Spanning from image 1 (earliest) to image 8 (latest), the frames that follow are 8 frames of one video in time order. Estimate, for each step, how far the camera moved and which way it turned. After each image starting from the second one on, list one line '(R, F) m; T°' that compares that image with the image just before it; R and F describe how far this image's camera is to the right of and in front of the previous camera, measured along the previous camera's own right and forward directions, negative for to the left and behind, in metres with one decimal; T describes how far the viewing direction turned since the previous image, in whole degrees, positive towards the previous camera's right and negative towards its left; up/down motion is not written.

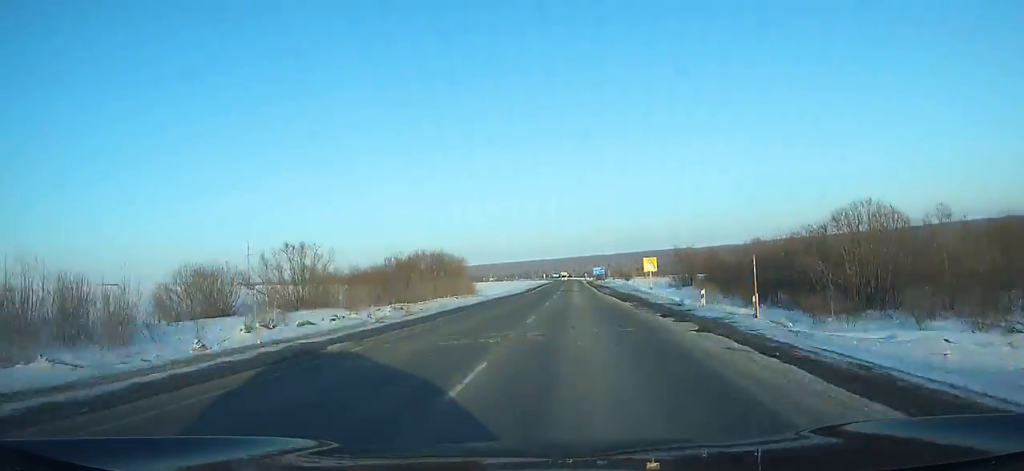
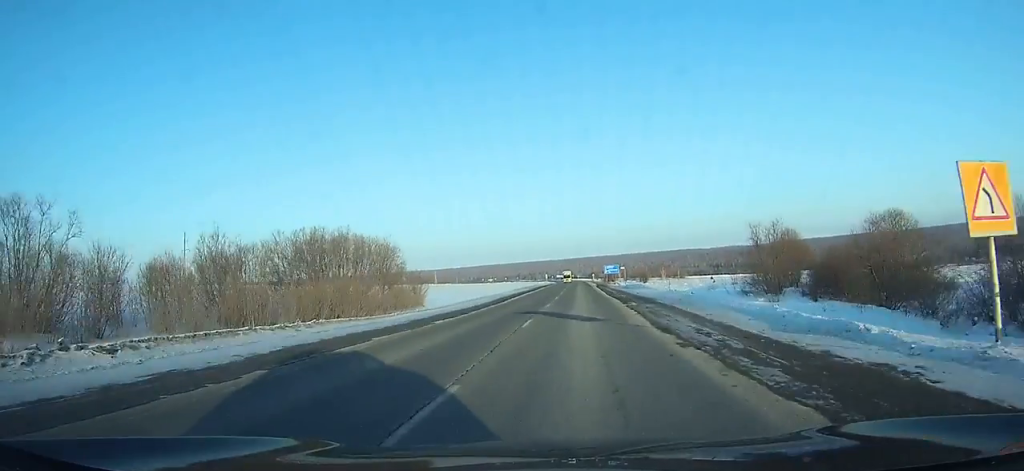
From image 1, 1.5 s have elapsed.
(+0.2, +38.4) m; 0°
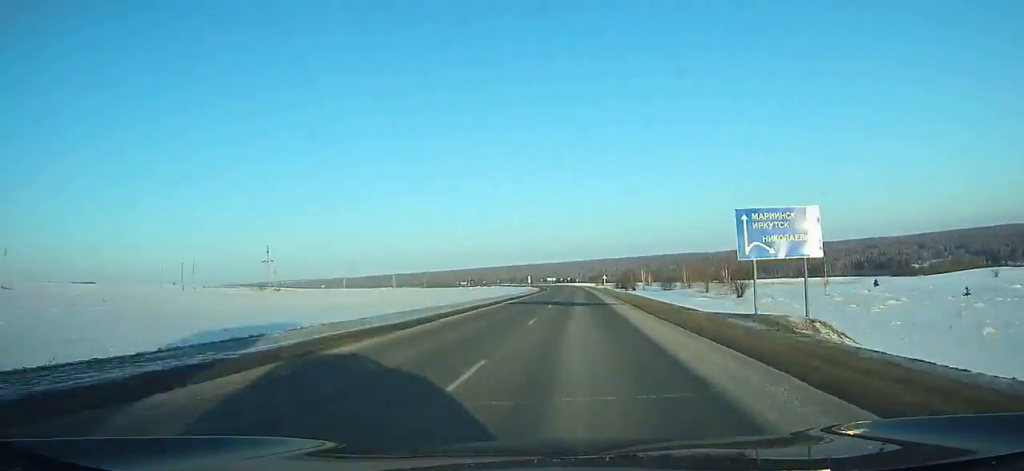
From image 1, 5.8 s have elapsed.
(-0.3, +107.4) m; 0°
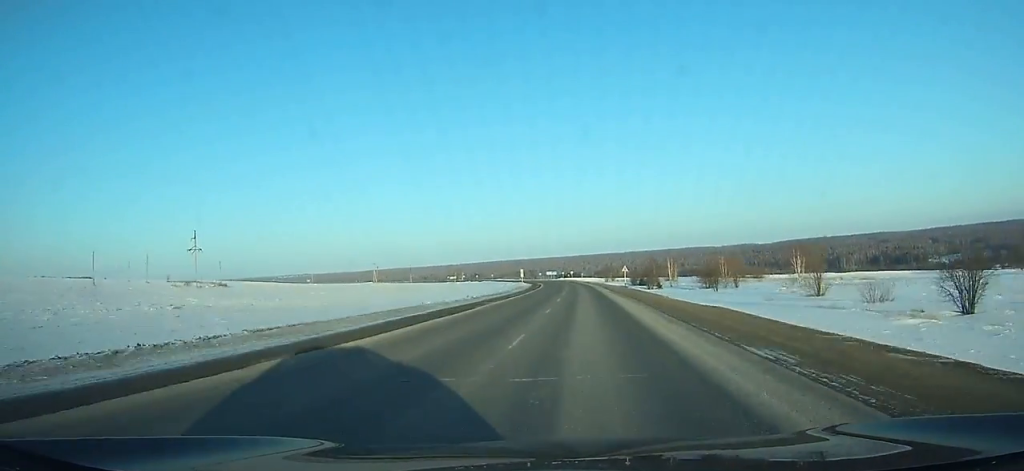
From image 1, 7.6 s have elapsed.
(0.0, +44.1) m; 0°
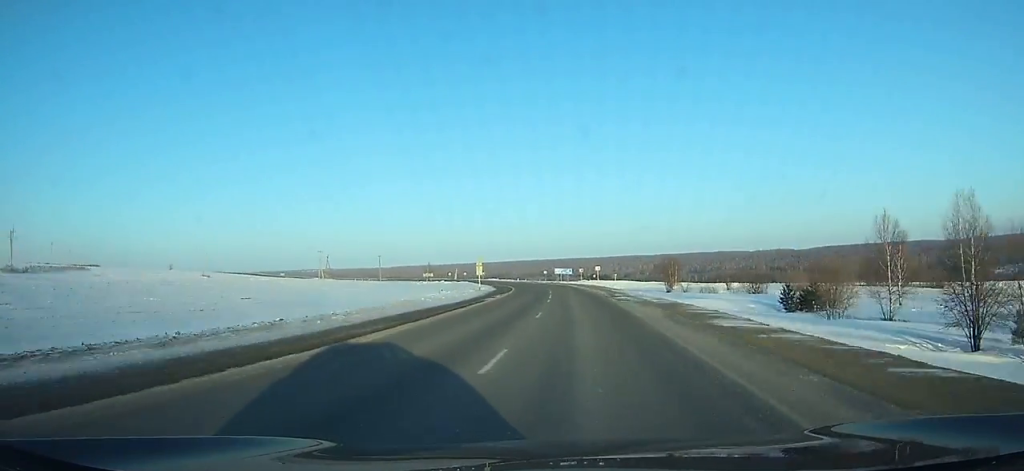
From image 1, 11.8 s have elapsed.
(-2.7, +99.7) m; -4°
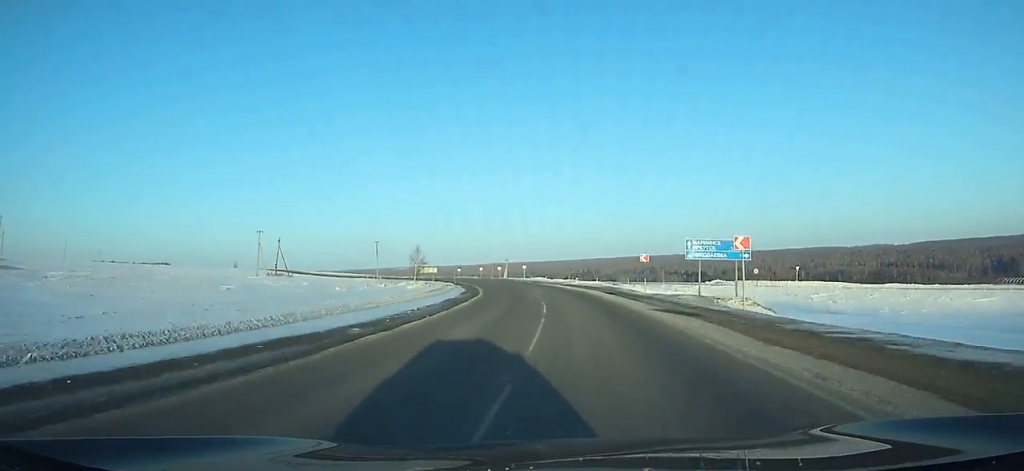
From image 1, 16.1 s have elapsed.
(-5.9, +98.6) m; -9°
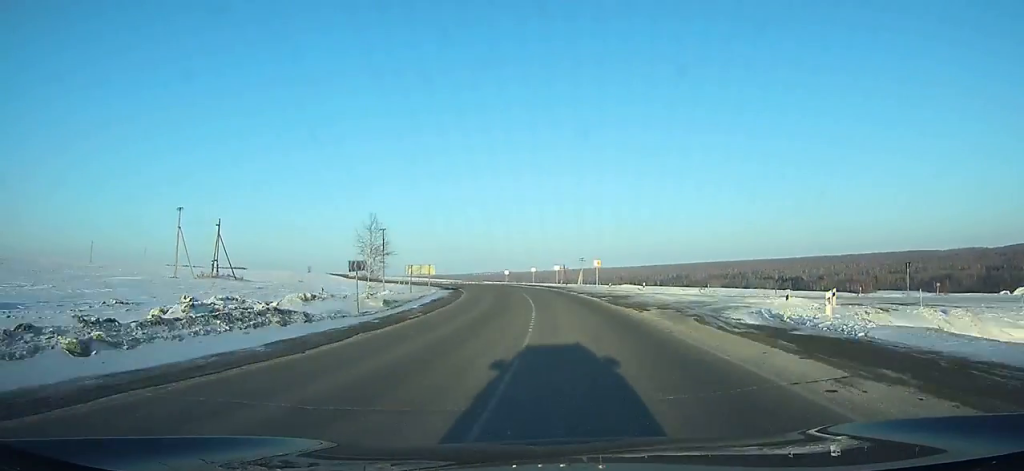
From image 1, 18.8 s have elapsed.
(-4.4, +60.6) m; -9°
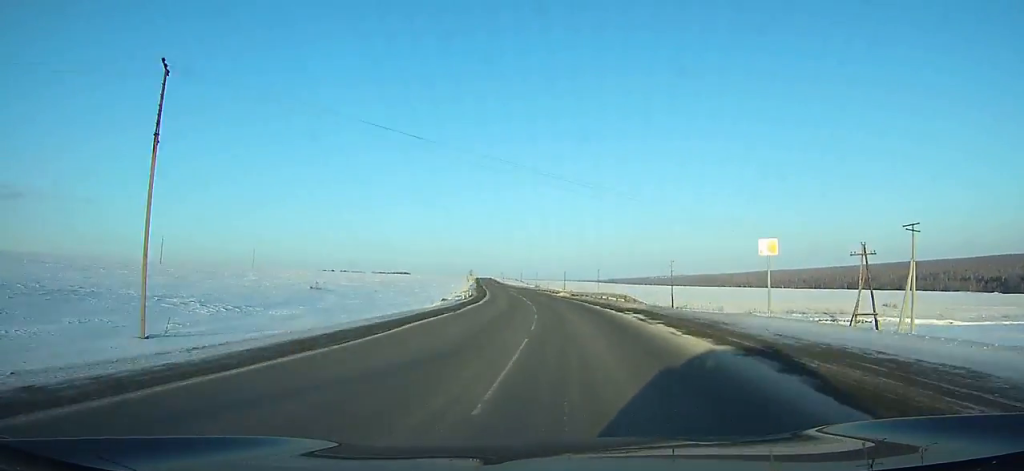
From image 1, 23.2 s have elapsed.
(-14.5, +99.0) m; -16°
